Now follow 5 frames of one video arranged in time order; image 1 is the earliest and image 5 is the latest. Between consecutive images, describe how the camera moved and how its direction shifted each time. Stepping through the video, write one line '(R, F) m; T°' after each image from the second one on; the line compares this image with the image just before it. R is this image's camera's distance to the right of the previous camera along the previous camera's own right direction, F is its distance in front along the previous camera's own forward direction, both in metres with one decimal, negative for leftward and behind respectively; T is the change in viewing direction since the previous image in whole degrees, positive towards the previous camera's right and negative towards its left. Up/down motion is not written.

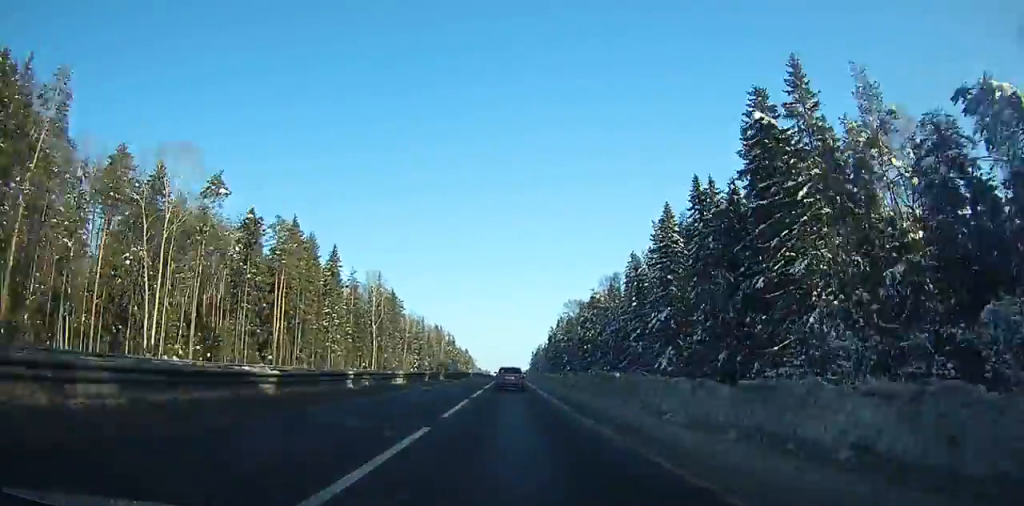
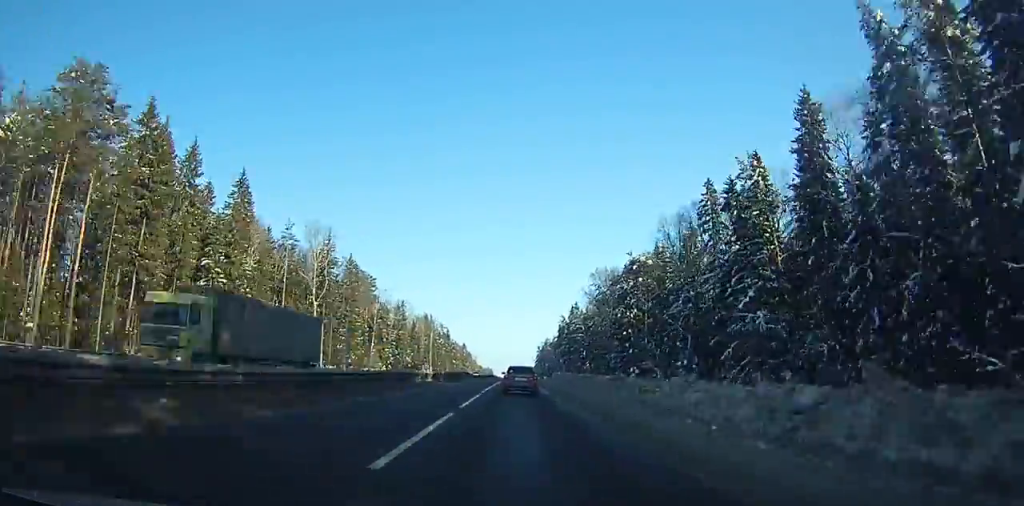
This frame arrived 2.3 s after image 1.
(0.0, +55.3) m; 0°
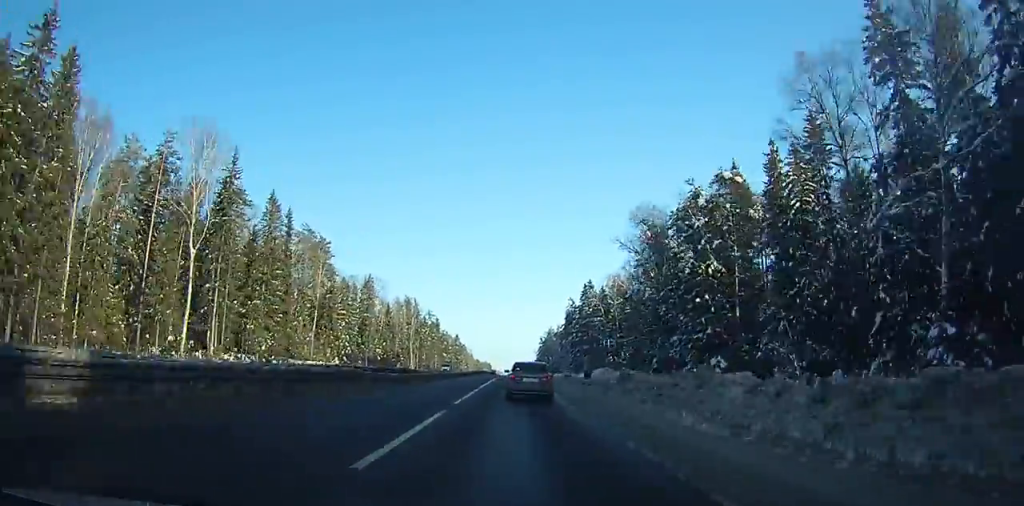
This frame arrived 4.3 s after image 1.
(+0.1, +46.6) m; 0°
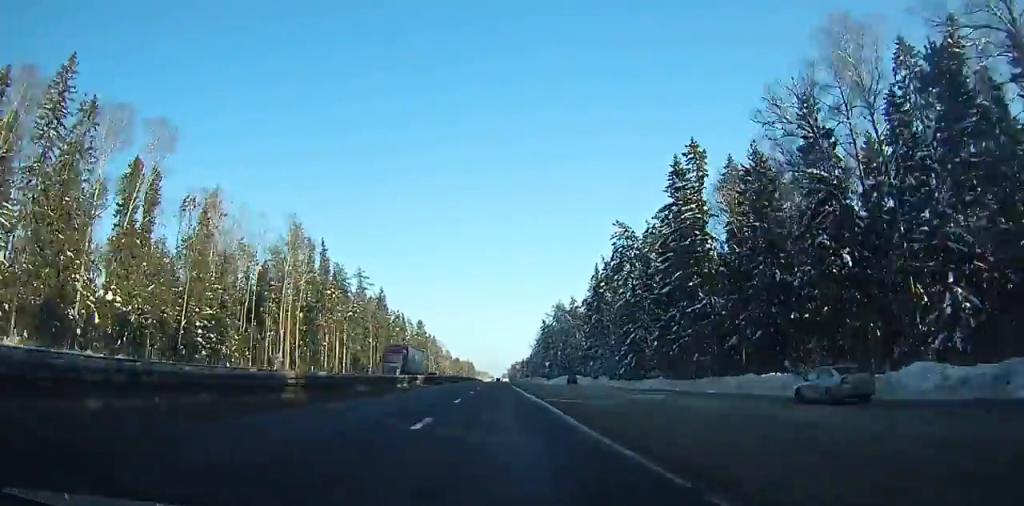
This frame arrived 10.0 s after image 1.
(+1.2, +129.2) m; +1°
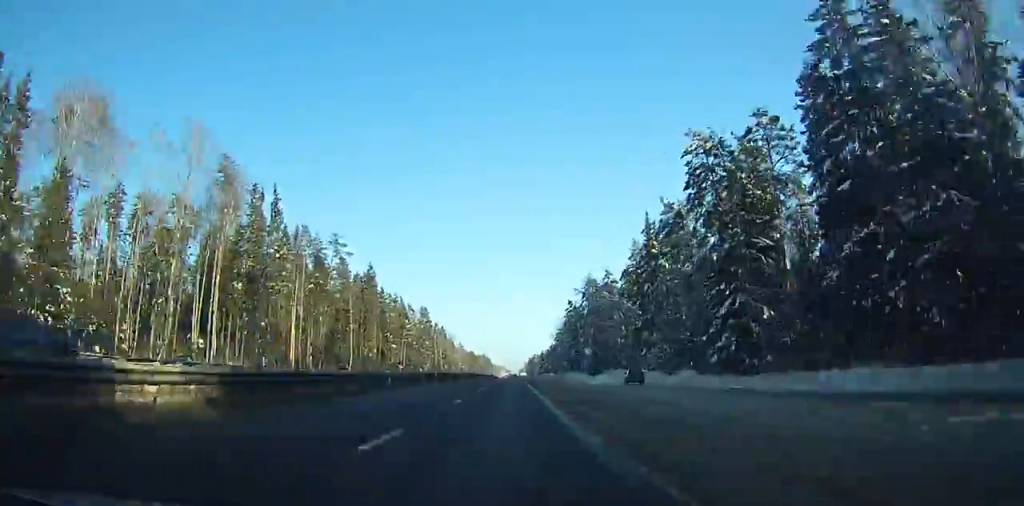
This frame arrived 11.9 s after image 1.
(-0.4, +42.5) m; 0°
